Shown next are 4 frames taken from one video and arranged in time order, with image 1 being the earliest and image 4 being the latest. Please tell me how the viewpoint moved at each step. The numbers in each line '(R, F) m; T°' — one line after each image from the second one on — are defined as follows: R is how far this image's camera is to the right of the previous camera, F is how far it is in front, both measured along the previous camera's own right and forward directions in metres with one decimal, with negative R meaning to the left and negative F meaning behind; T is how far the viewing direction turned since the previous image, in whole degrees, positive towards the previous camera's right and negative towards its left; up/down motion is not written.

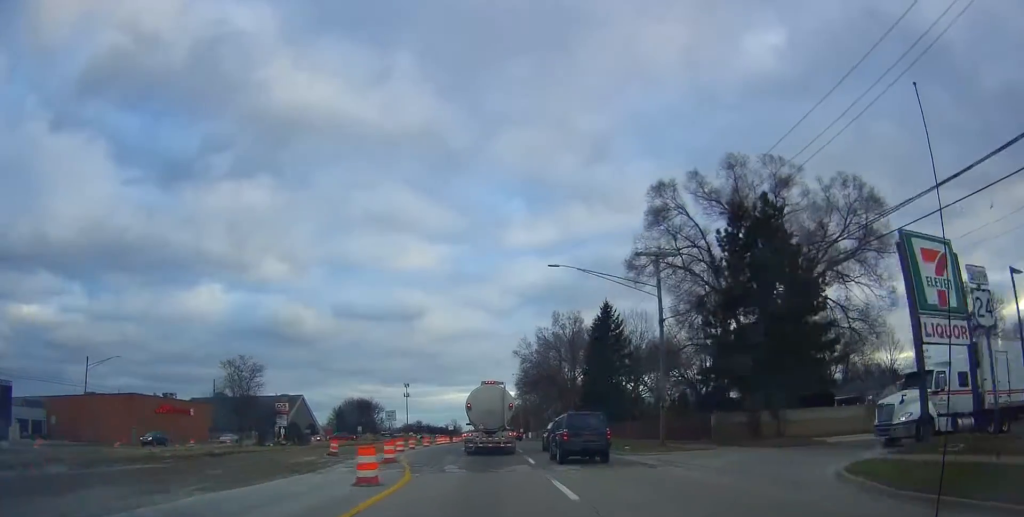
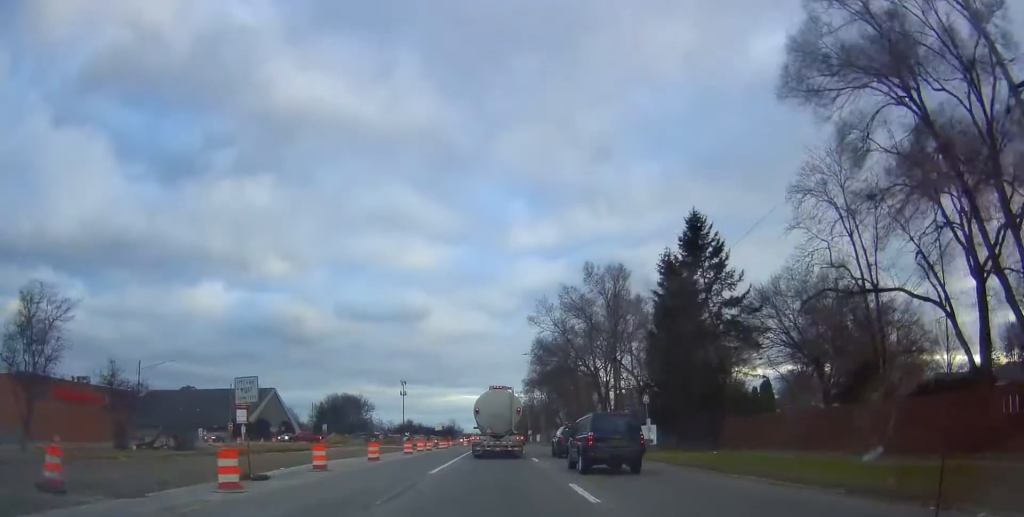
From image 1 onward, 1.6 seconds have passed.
(-0.4, +25.5) m; +1°
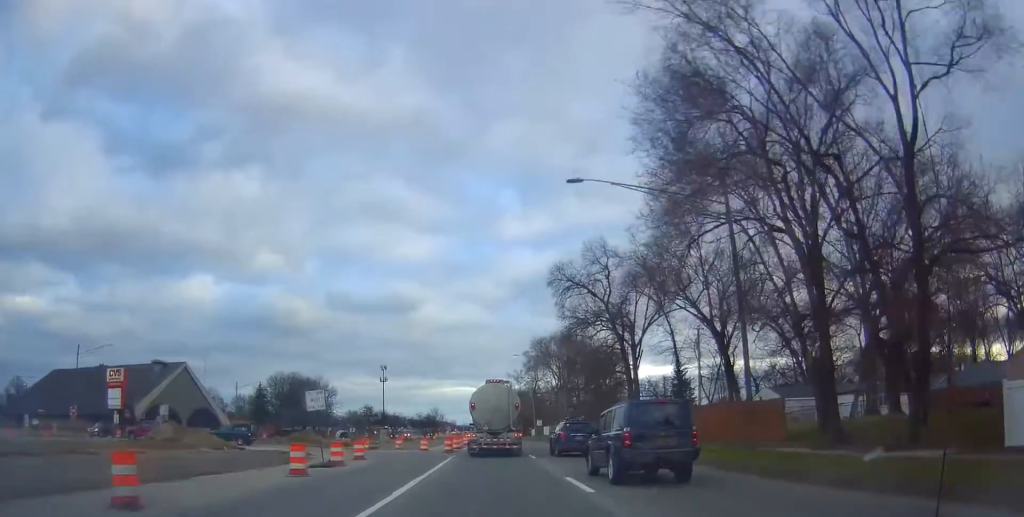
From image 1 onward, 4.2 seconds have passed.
(+0.2, +44.1) m; 0°
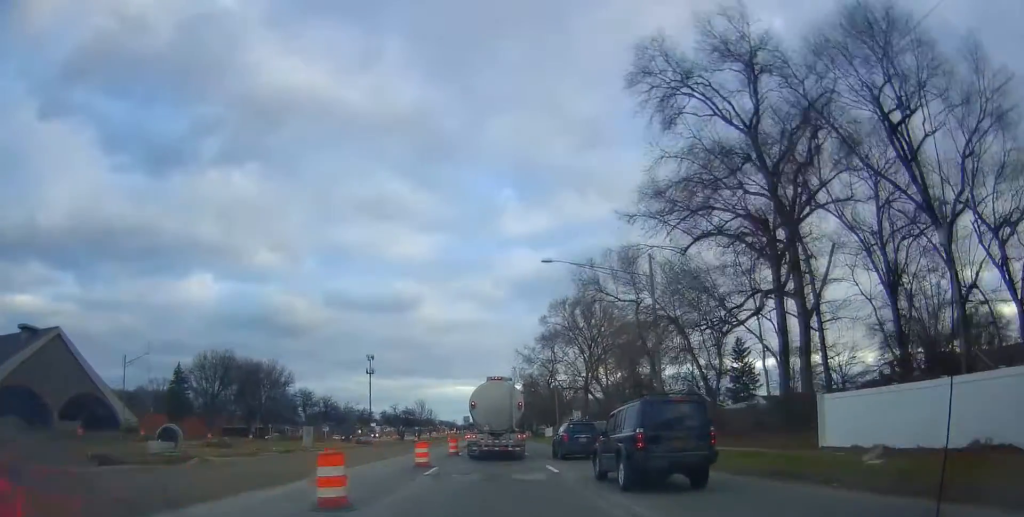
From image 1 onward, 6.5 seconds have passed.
(-0.5, +39.6) m; 0°
